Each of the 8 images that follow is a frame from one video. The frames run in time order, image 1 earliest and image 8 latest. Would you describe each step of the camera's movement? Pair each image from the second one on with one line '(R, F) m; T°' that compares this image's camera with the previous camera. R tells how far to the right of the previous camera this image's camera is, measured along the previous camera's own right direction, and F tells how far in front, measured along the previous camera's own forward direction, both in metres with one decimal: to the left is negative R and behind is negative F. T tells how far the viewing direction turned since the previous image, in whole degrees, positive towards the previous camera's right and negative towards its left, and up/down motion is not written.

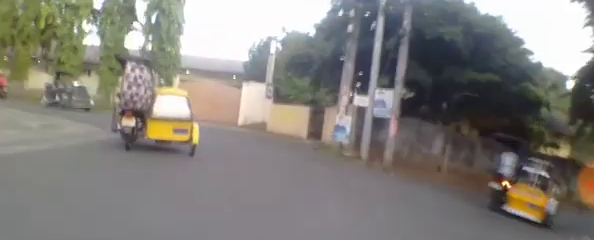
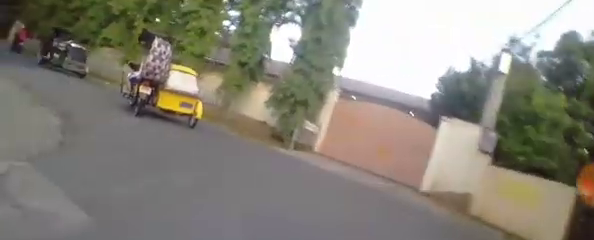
(-1.6, +8.4) m; -28°
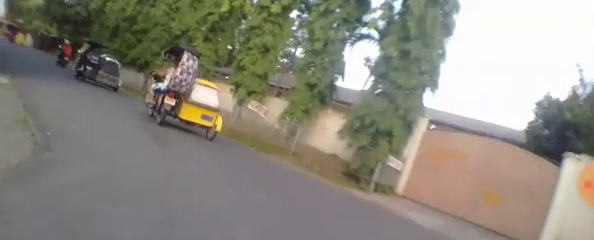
(-0.4, +2.4) m; -10°
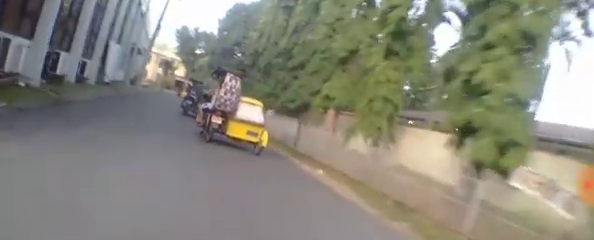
(-1.3, +6.0) m; -23°
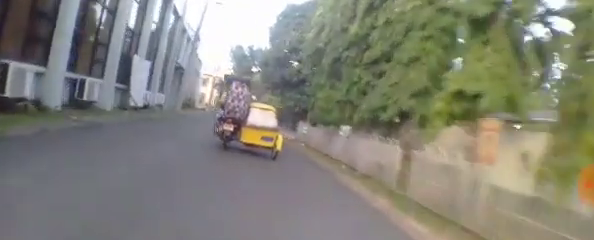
(-0.3, +4.1) m; -17°
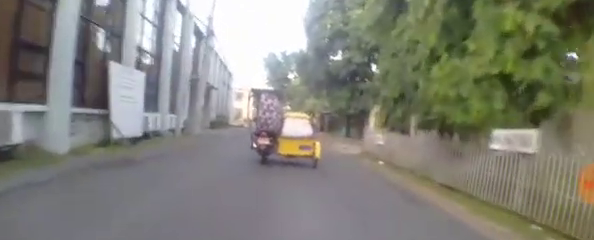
(-1.1, +5.3) m; -5°
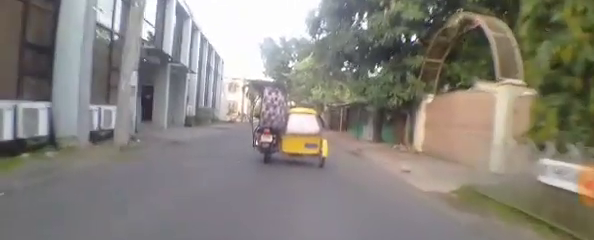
(+0.8, +7.2) m; +7°
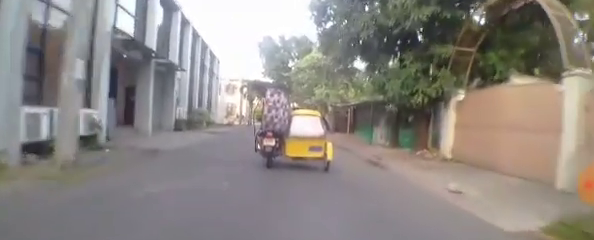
(0.0, +2.5) m; 0°
